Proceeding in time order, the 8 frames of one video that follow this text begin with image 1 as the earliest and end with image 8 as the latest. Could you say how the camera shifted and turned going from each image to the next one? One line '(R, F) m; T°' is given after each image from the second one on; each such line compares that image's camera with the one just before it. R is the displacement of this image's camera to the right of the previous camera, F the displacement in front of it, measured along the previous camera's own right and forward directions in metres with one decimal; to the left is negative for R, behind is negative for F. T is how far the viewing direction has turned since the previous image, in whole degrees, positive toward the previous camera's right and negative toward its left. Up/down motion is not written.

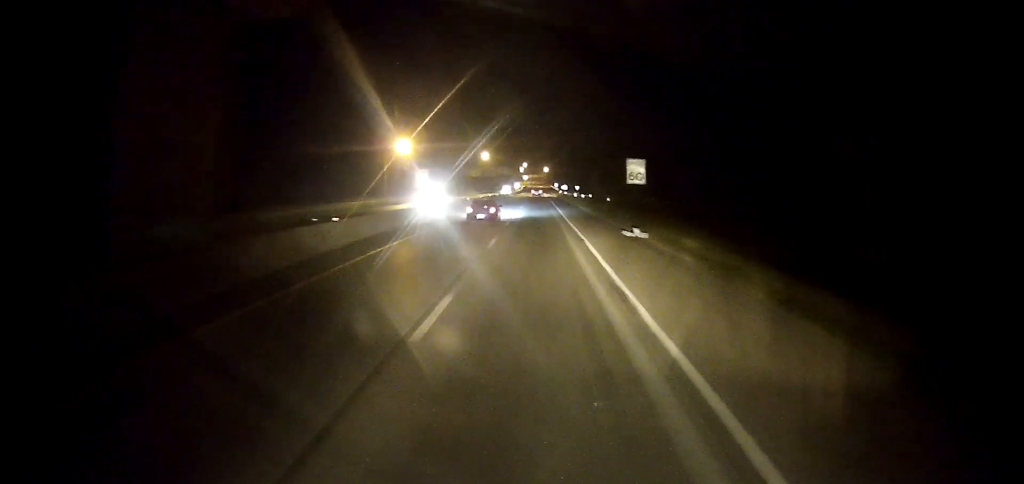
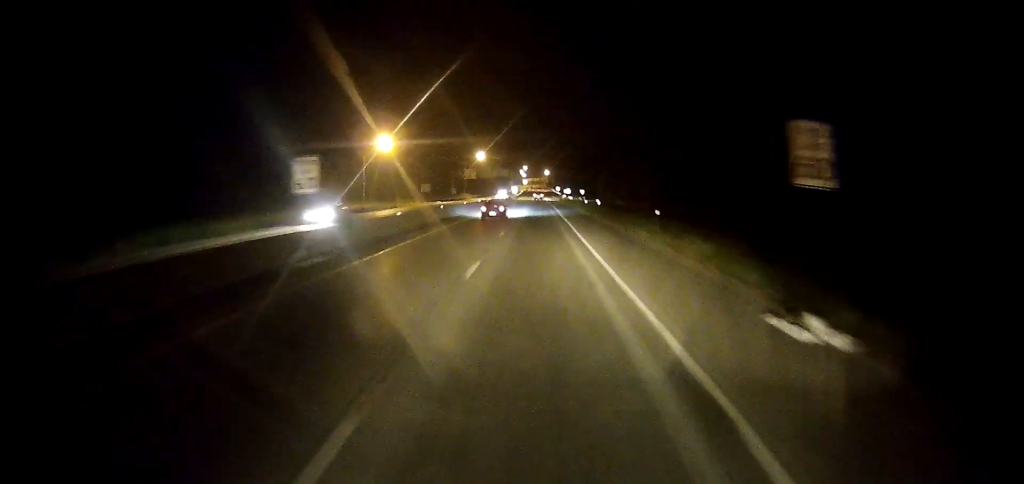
(0.0, +19.2) m; 0°
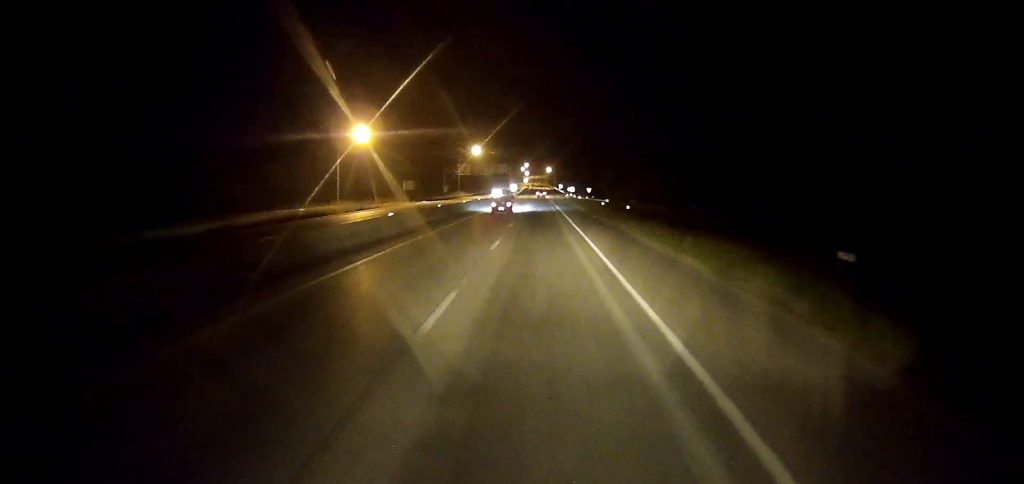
(-0.1, +18.0) m; -1°
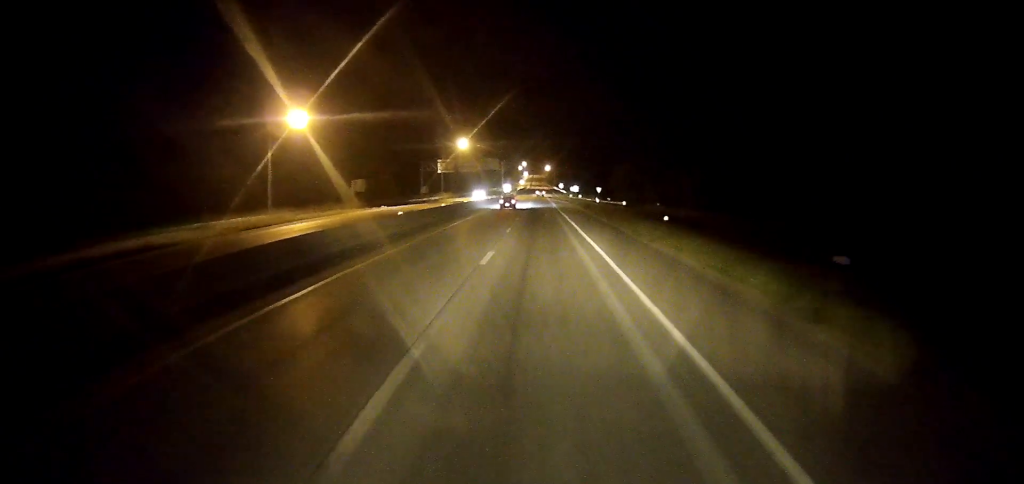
(-0.1, +28.9) m; 0°
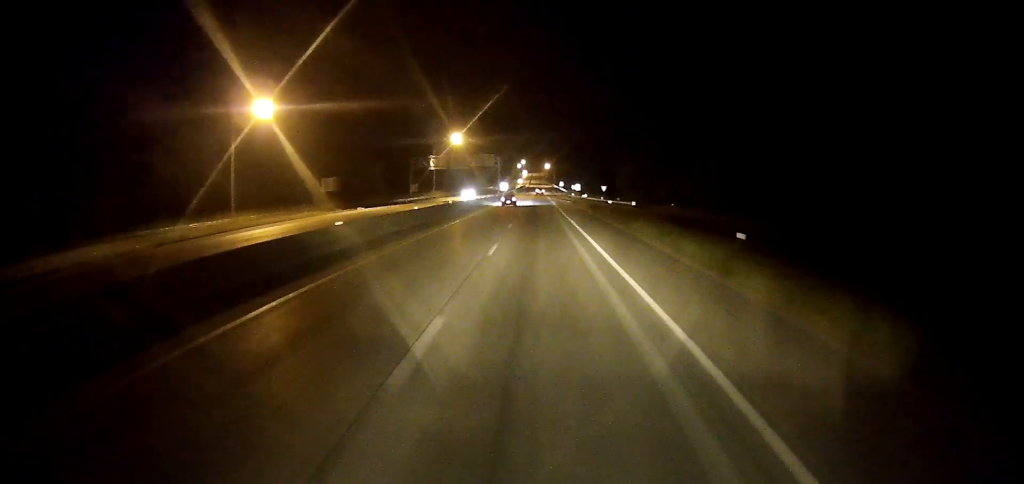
(+0.1, +10.8) m; 0°
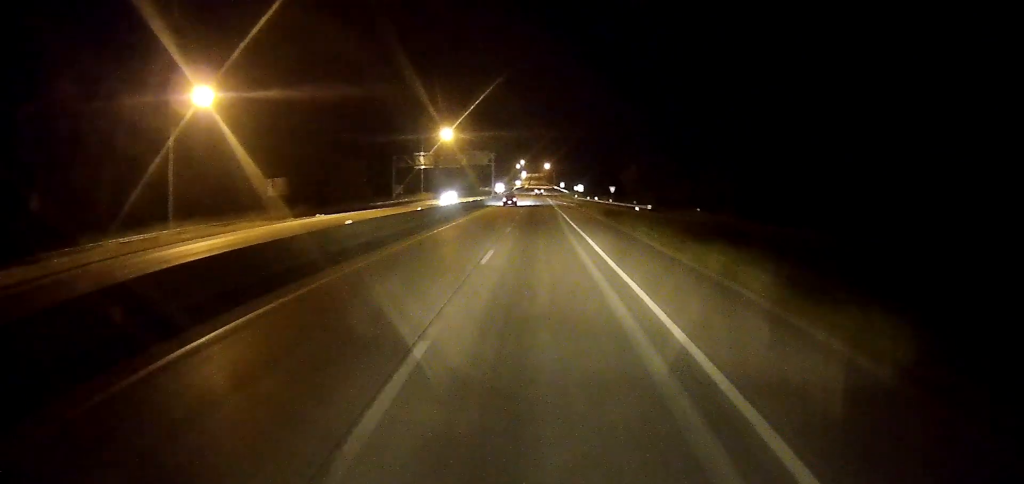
(0.0, +13.9) m; 0°
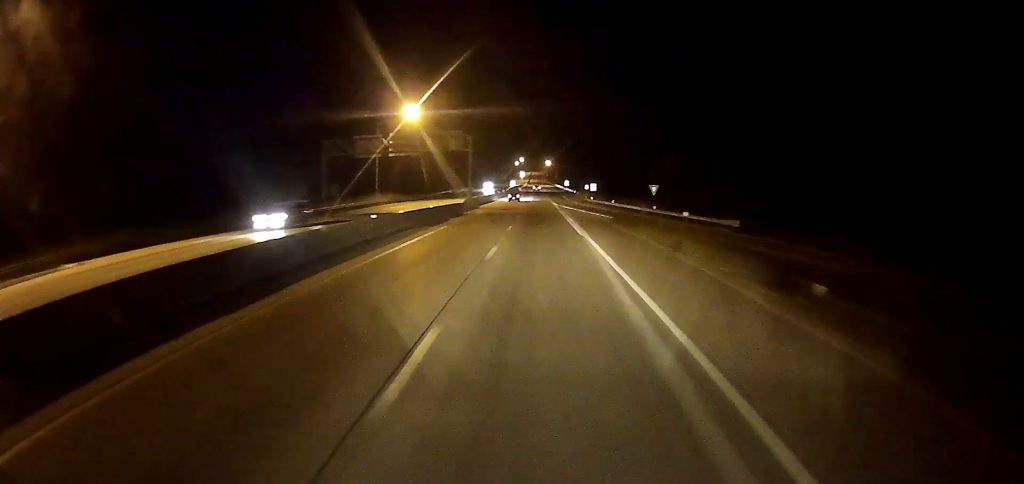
(+0.4, +36.0) m; +1°
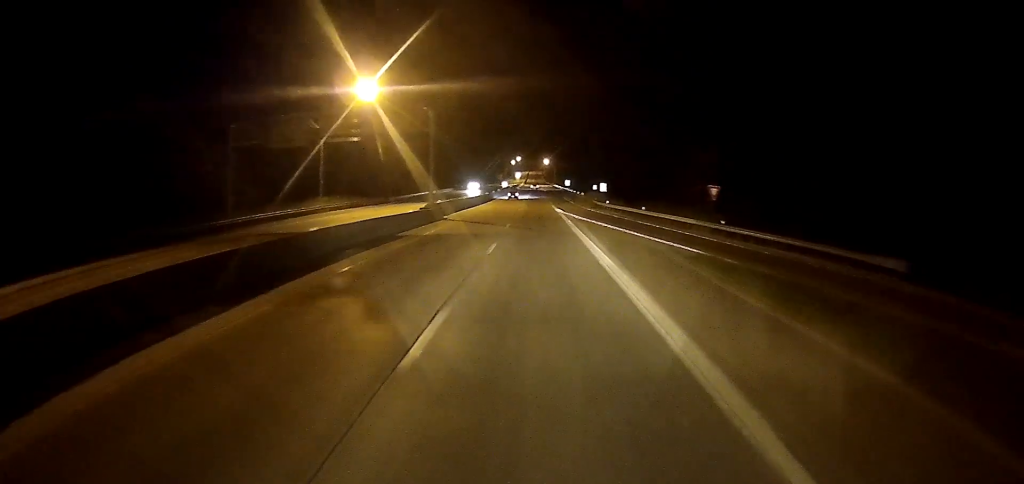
(+0.1, +23.1) m; 0°
